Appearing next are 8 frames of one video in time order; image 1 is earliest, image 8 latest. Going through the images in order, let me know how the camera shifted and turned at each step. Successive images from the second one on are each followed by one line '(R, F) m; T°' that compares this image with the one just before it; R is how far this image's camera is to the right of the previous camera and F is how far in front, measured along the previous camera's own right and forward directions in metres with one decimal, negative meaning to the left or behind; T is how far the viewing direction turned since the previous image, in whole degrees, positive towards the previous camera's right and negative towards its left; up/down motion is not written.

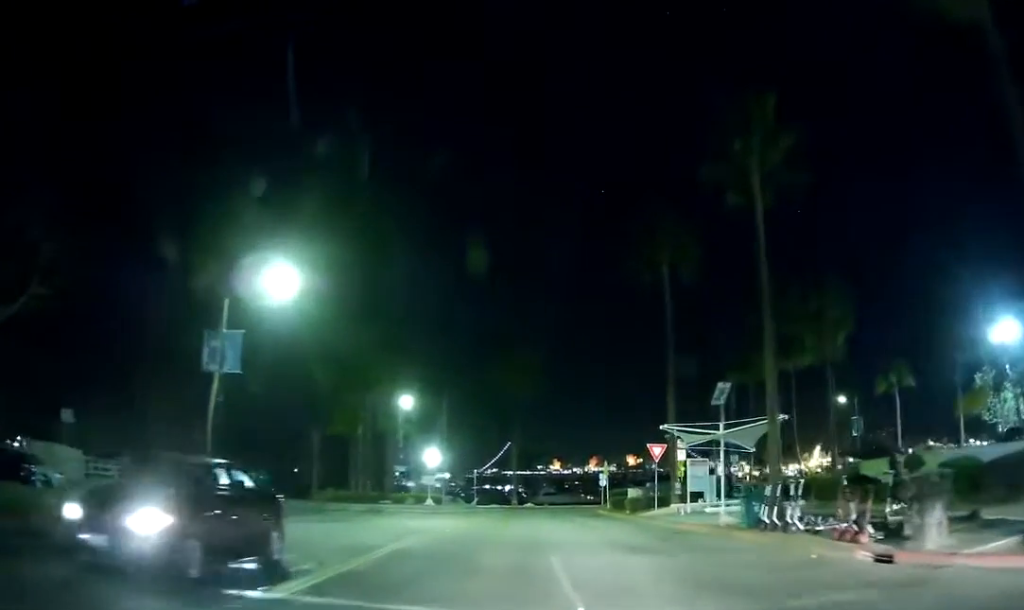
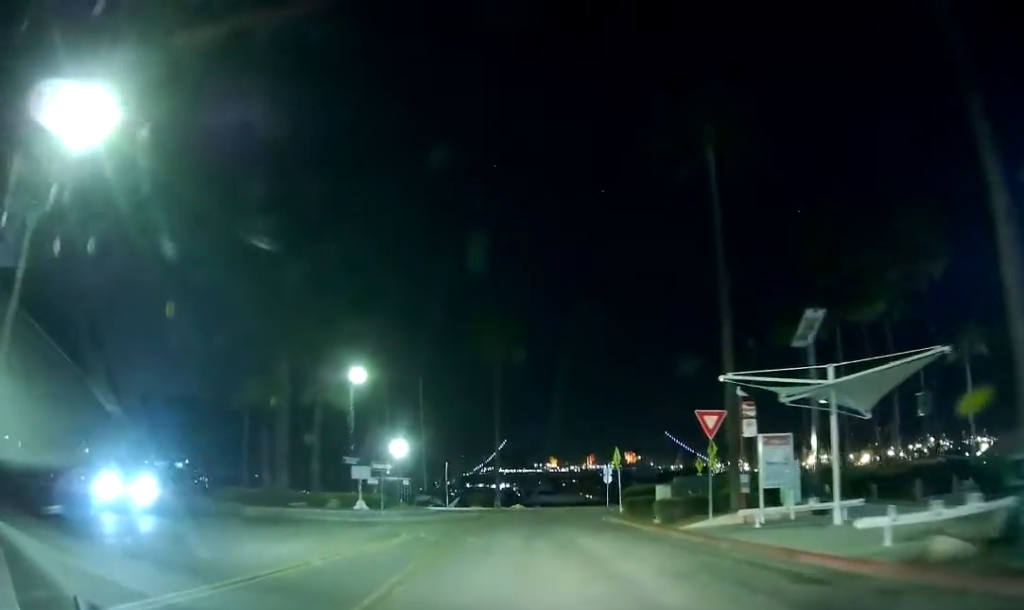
(+0.7, +12.1) m; +5°
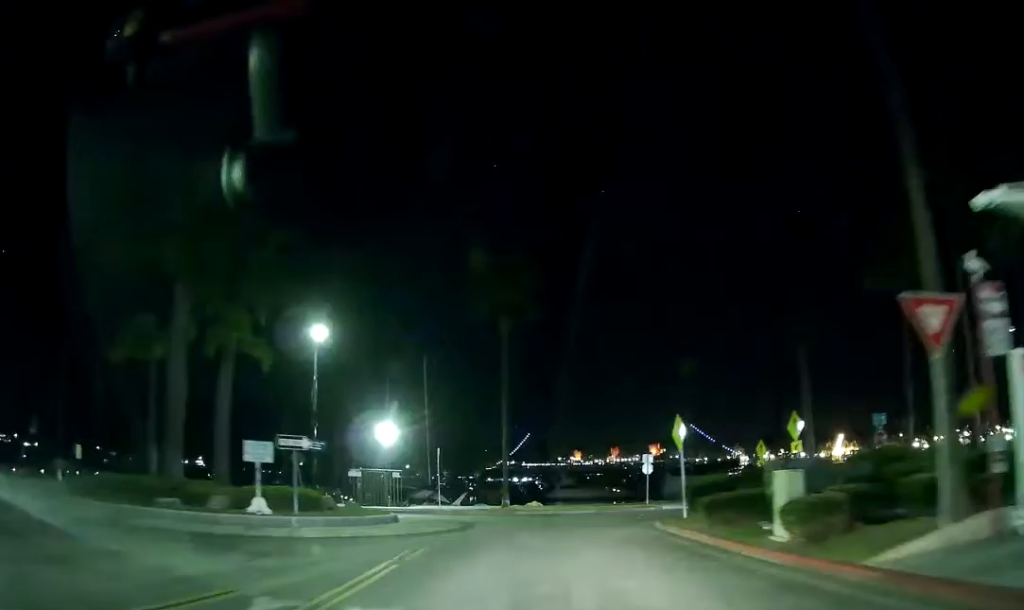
(-0.2, +10.9) m; -4°
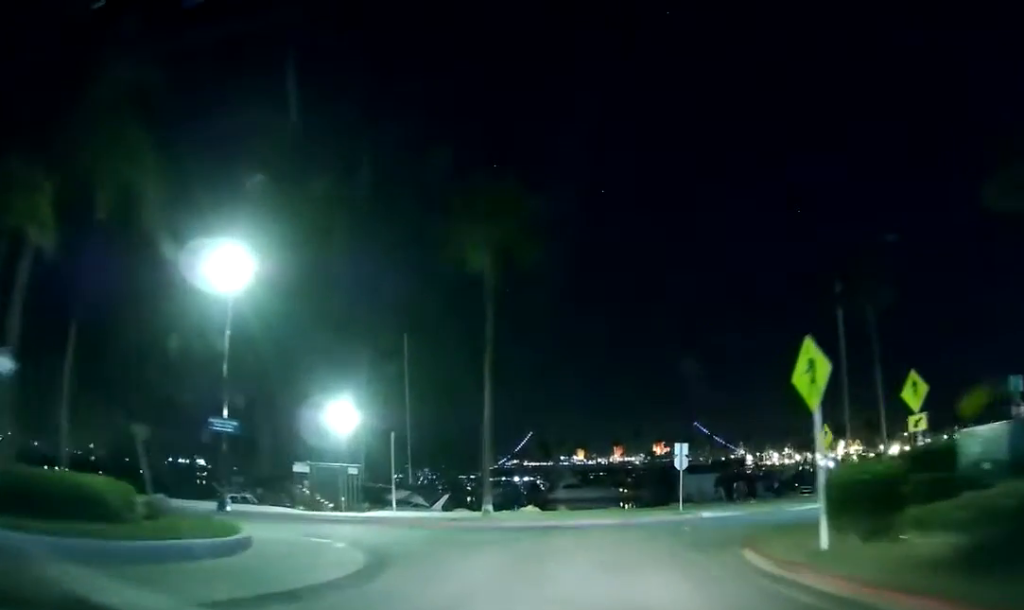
(-0.3, +12.0) m; -1°
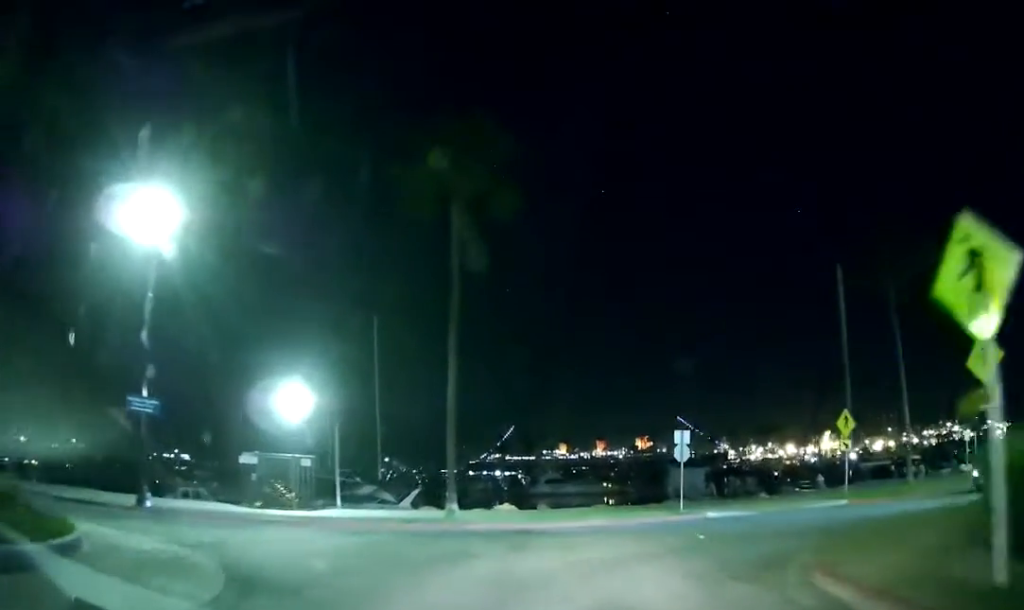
(0.0, +6.4) m; +1°
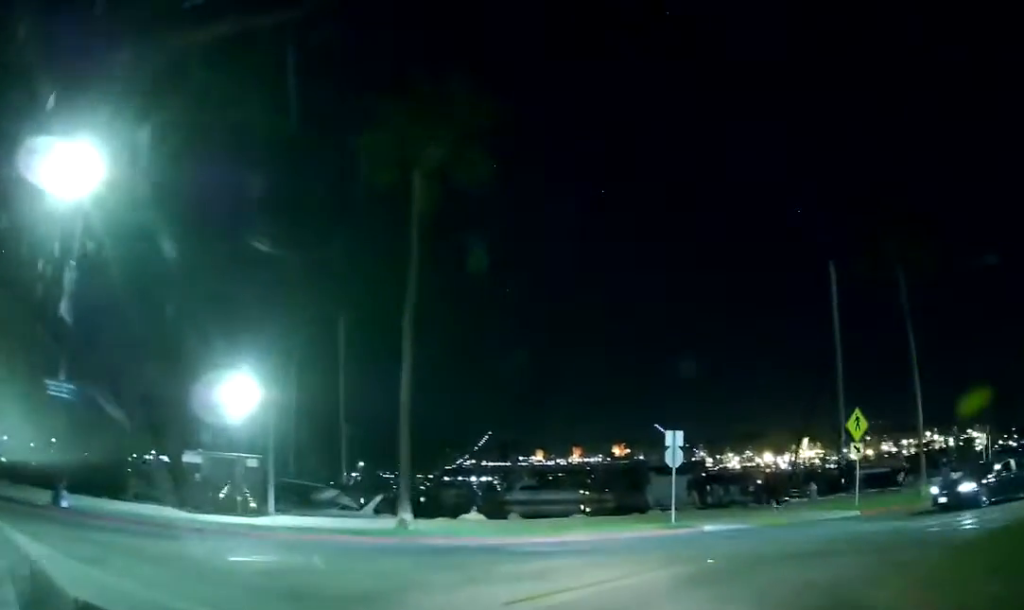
(0.0, +4.3) m; +5°
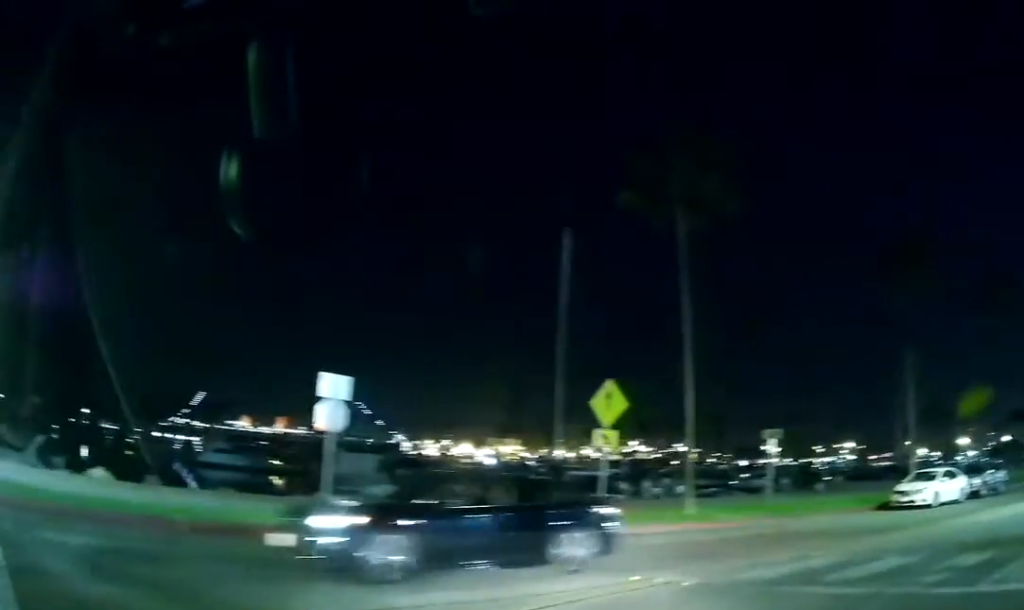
(+1.4, +5.2) m; +27°
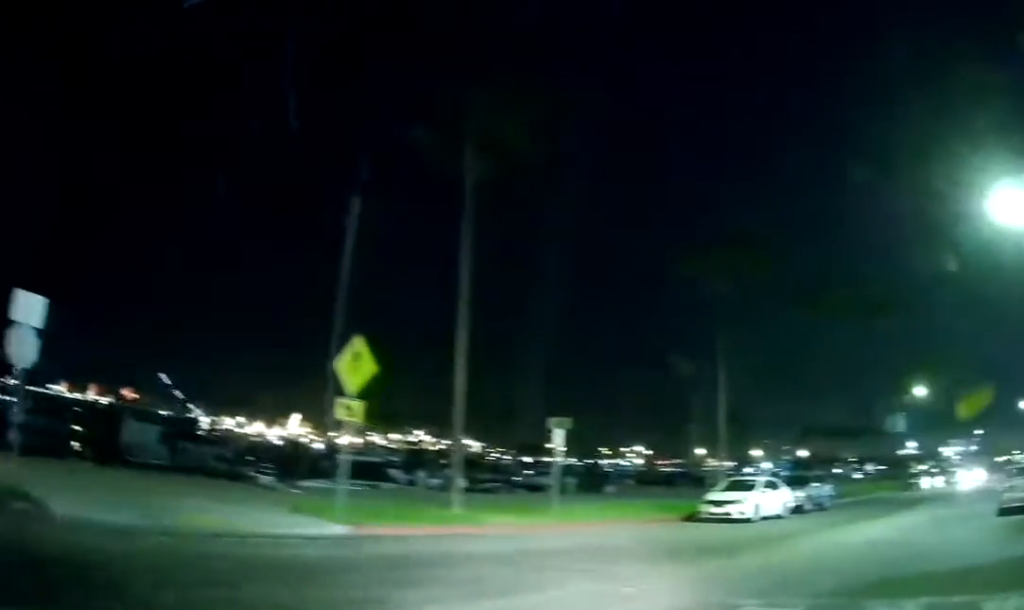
(+0.3, +3.7) m; +14°
